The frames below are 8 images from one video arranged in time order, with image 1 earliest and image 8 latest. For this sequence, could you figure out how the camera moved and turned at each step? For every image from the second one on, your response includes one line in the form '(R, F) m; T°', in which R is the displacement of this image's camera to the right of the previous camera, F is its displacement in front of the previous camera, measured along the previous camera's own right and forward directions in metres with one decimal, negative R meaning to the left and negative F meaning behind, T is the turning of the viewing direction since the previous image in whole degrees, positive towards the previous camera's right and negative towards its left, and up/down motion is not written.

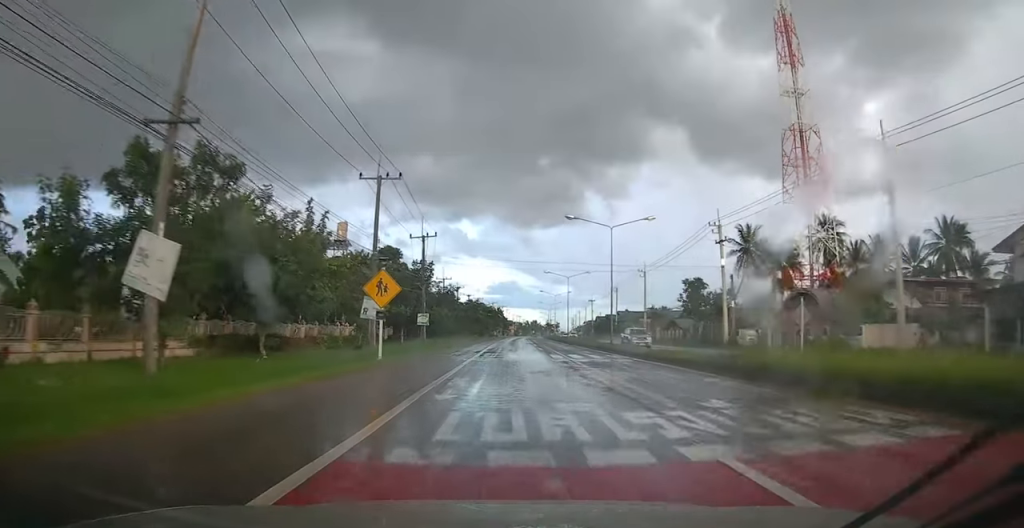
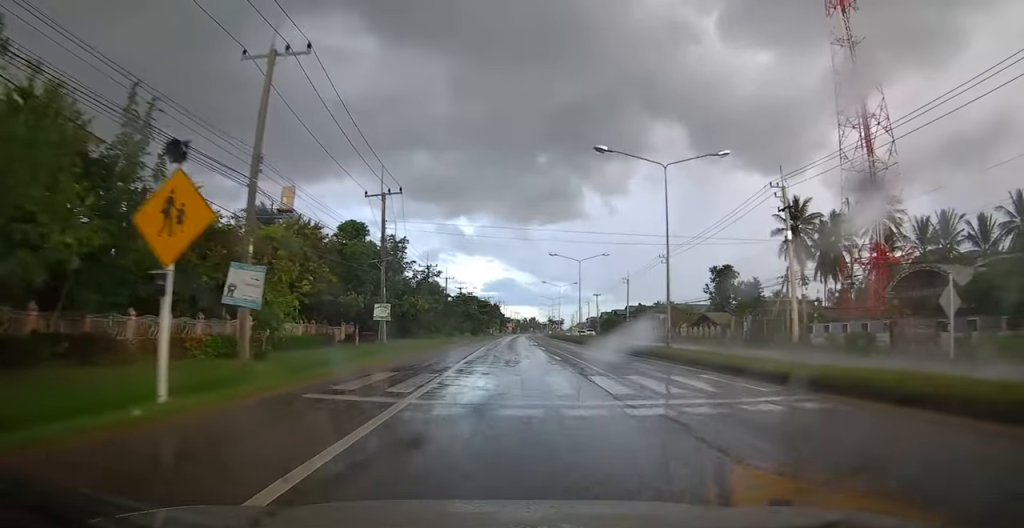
(+0.4, +15.3) m; +1°
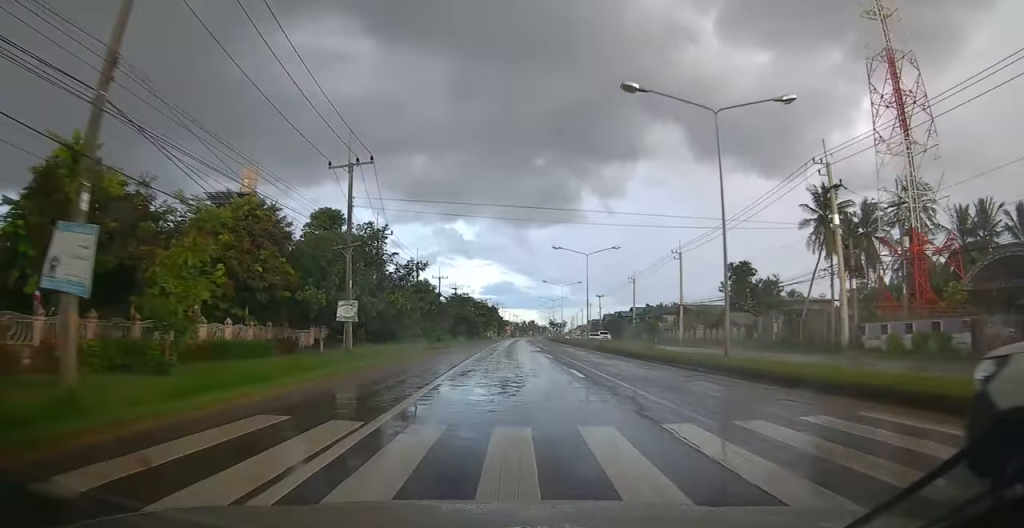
(+0.1, +7.3) m; 0°
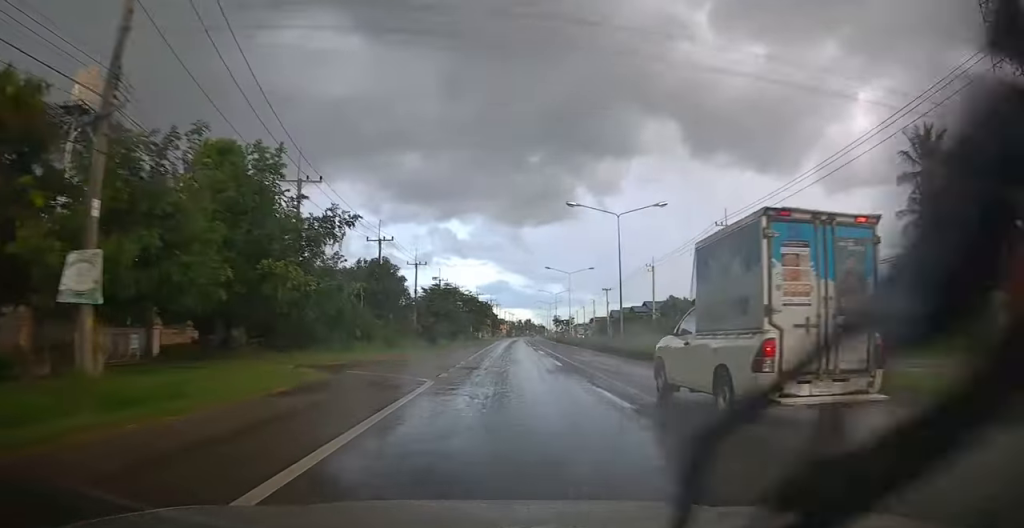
(-0.6, +18.2) m; -1°
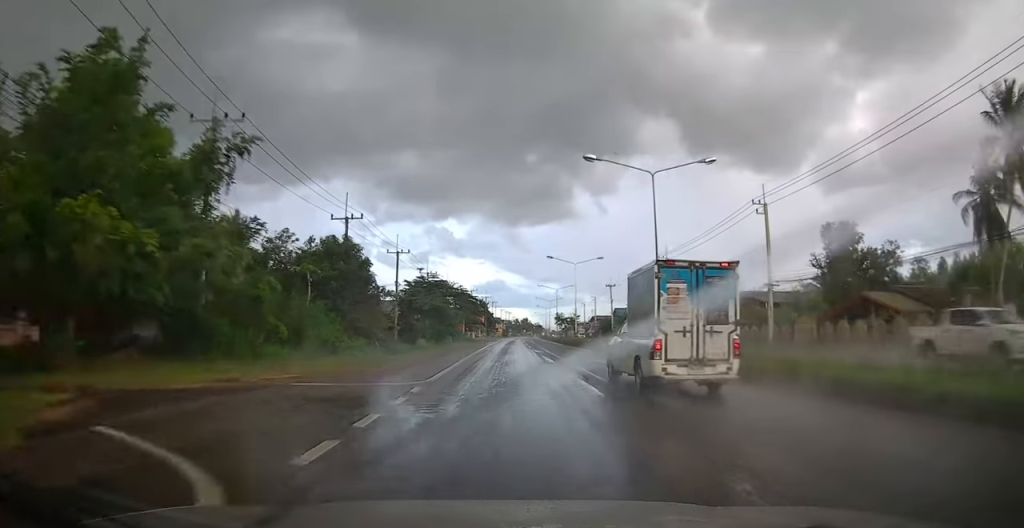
(-0.1, +9.9) m; +1°
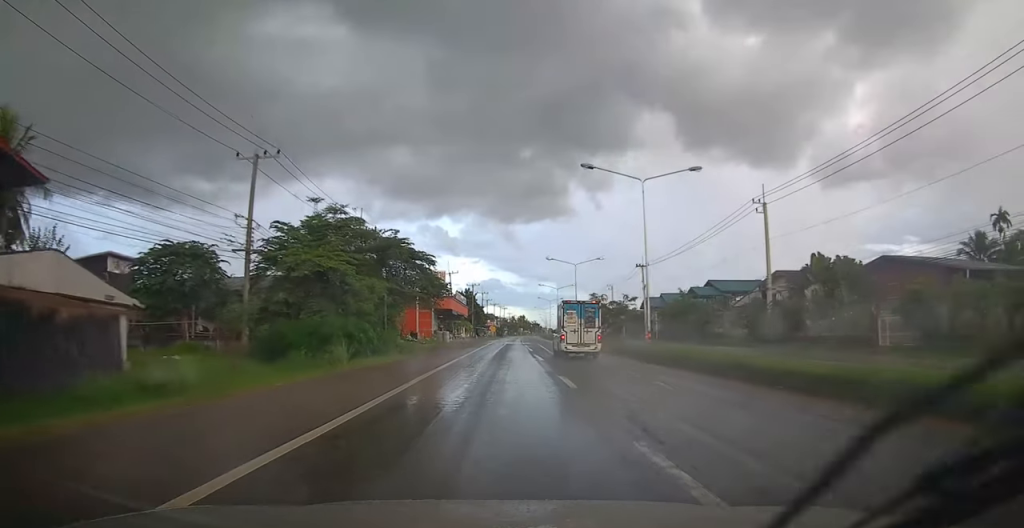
(-0.1, +34.3) m; 0°
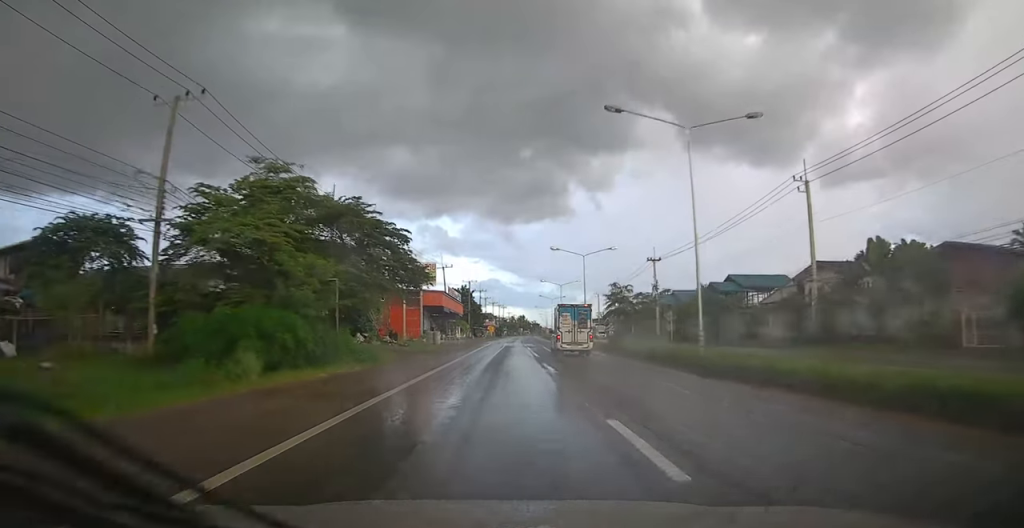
(+0.3, +8.0) m; +1°
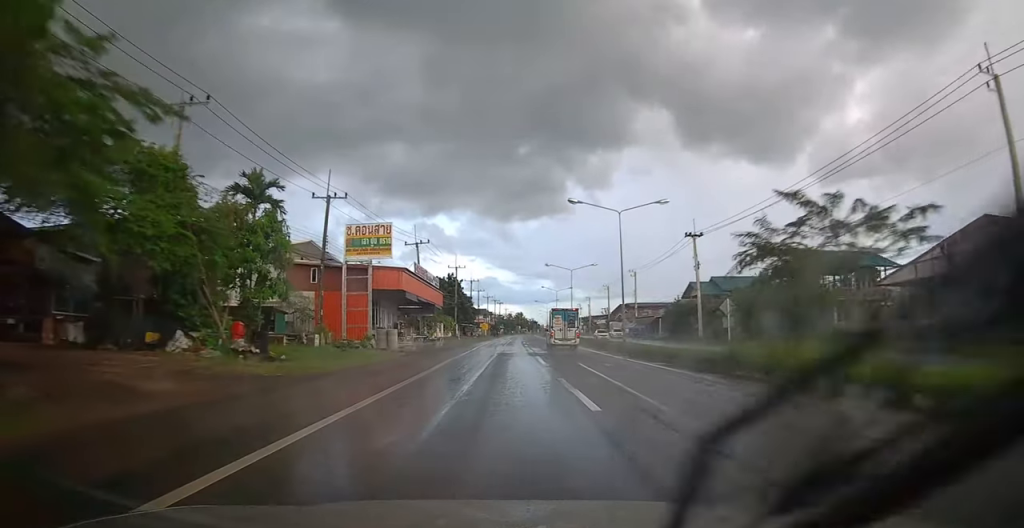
(+0.4, +20.0) m; 0°
